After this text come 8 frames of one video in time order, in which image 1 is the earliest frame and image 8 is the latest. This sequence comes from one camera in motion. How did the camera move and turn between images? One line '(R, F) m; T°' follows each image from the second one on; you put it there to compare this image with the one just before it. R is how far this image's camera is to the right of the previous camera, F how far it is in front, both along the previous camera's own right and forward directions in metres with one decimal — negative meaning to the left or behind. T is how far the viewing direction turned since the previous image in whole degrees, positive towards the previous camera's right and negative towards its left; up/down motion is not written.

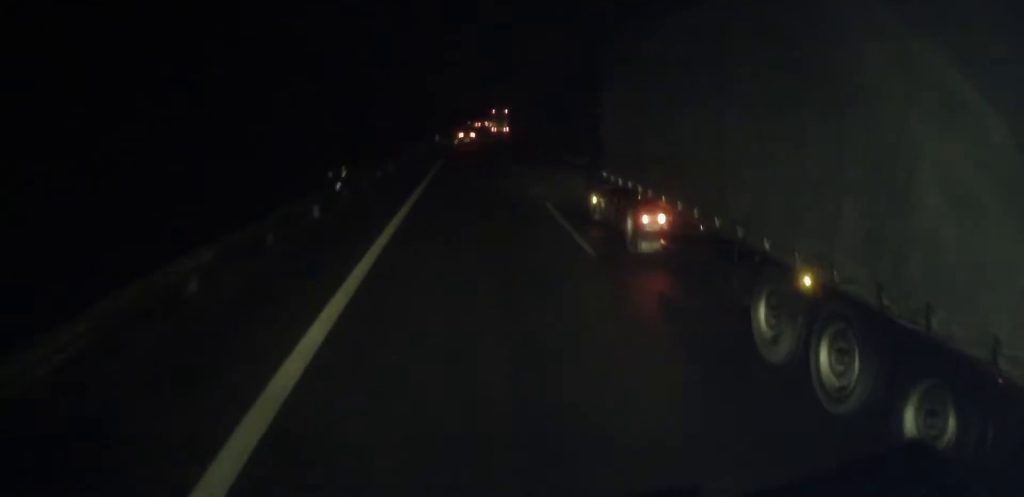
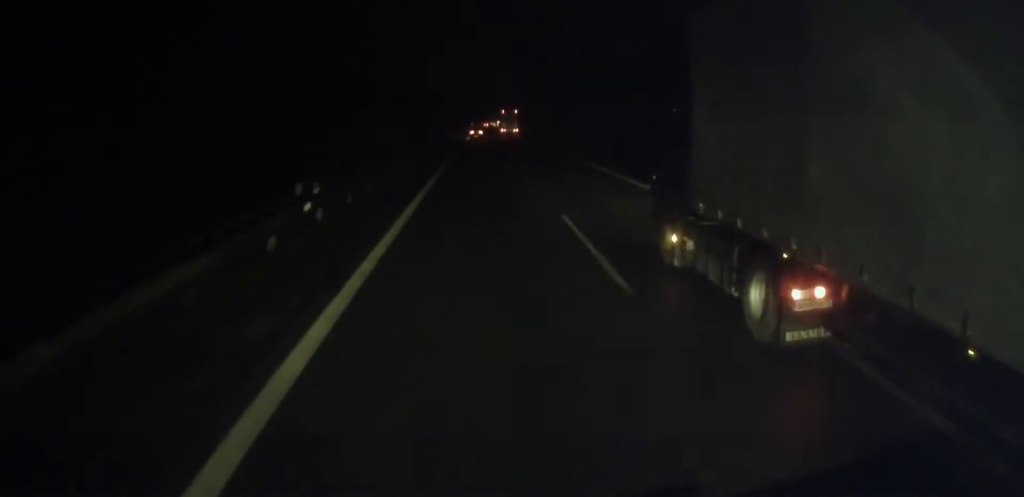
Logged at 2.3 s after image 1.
(+0.3, +55.4) m; +1°
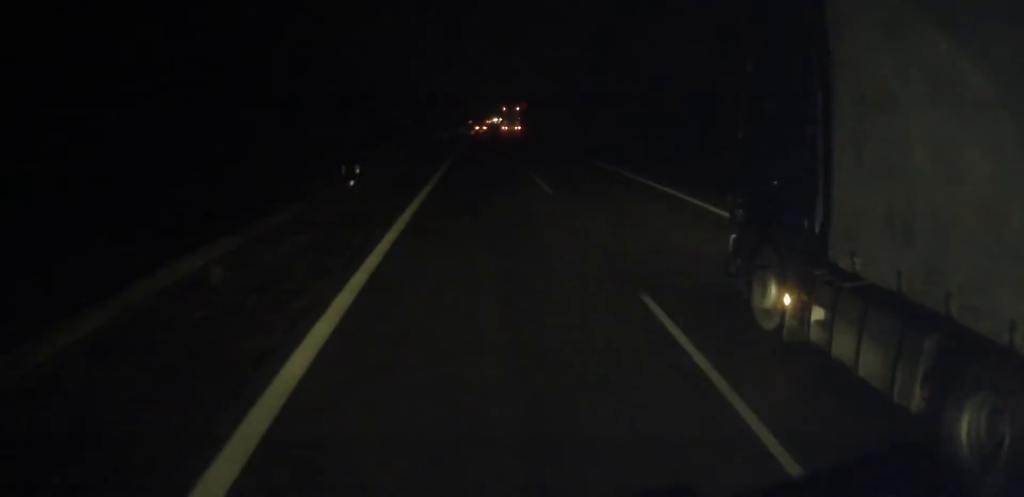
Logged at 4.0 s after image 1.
(+0.5, +43.1) m; 0°
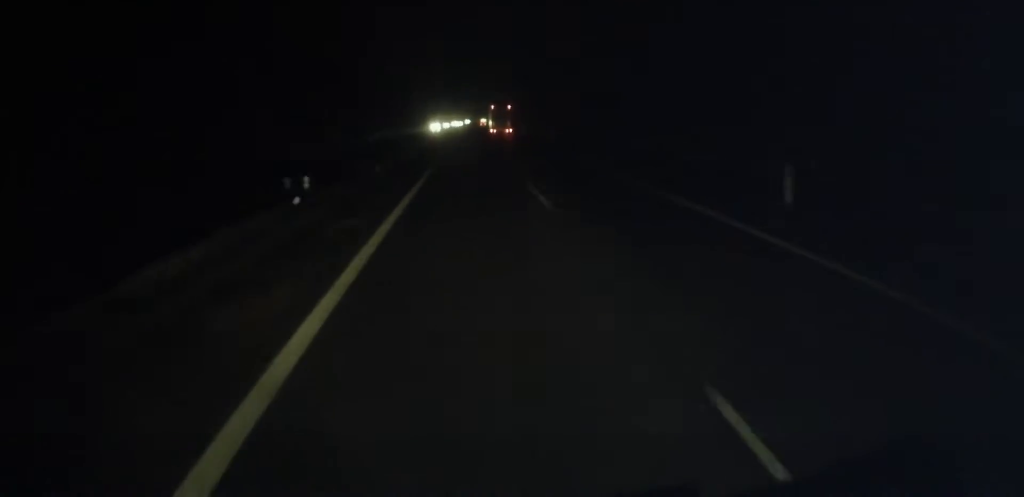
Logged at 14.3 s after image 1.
(+2.6, +256.8) m; +1°
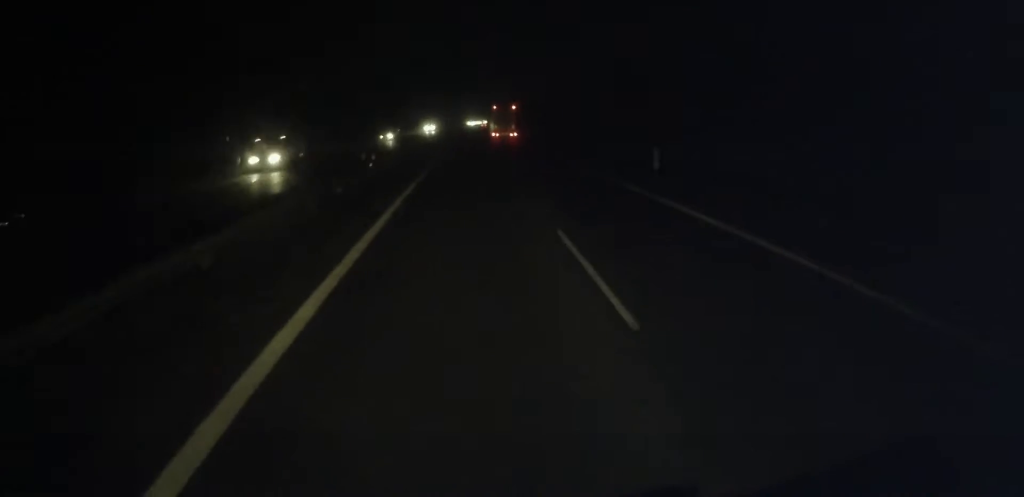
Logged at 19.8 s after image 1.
(+1.6, +137.0) m; +1°
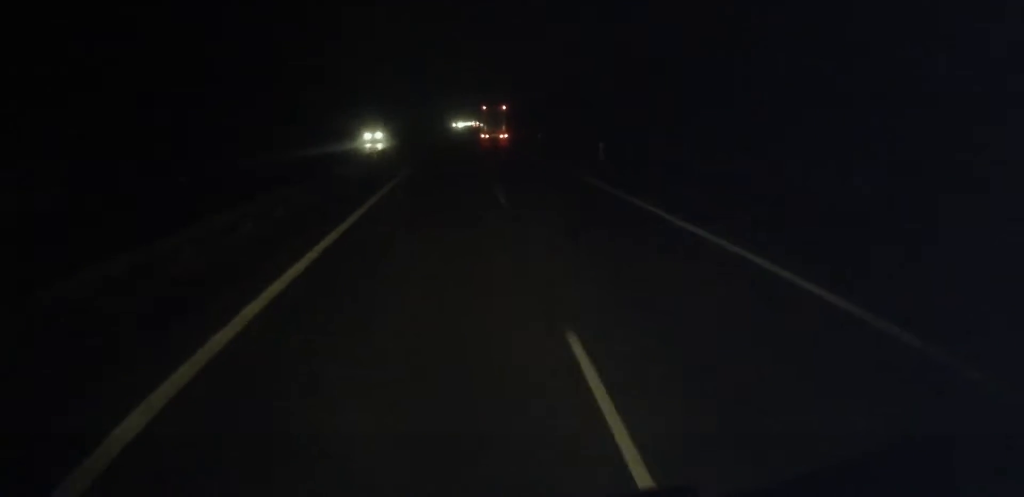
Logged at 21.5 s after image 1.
(-0.1, +43.5) m; +1°
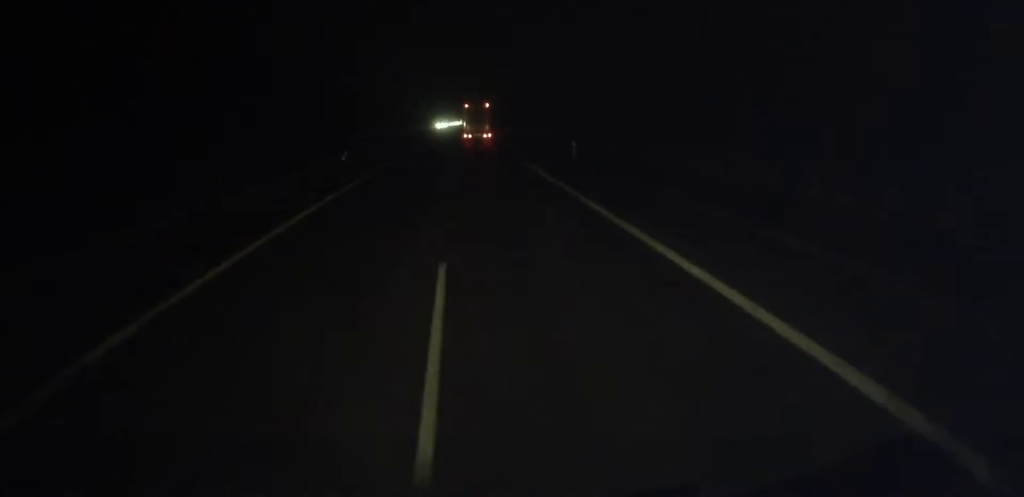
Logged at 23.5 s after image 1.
(+0.6, +50.1) m; 0°
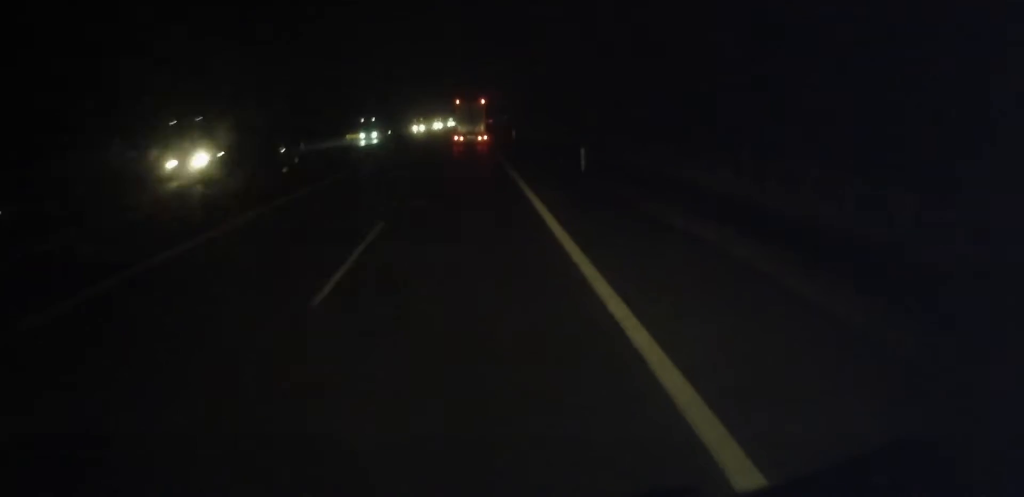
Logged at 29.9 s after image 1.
(+0.4, +159.1) m; 0°
